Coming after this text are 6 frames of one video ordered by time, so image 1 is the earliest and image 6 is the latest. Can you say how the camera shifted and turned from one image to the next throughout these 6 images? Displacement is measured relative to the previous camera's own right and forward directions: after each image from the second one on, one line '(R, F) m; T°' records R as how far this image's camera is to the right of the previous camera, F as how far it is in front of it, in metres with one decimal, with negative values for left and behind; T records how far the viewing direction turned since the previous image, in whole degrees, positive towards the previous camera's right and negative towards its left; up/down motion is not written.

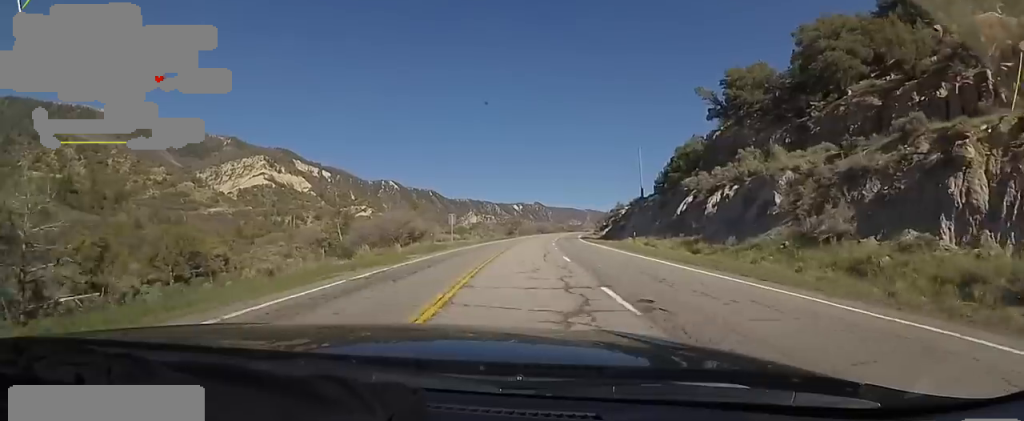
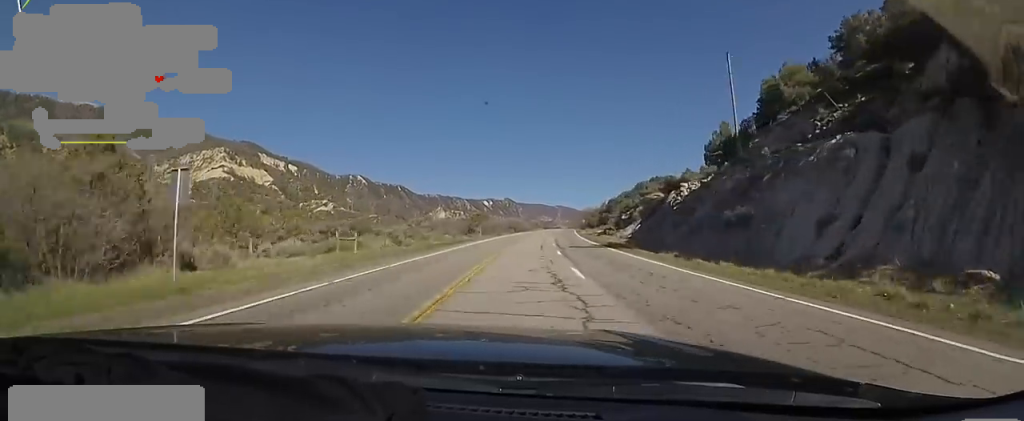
(+0.4, +42.6) m; +4°
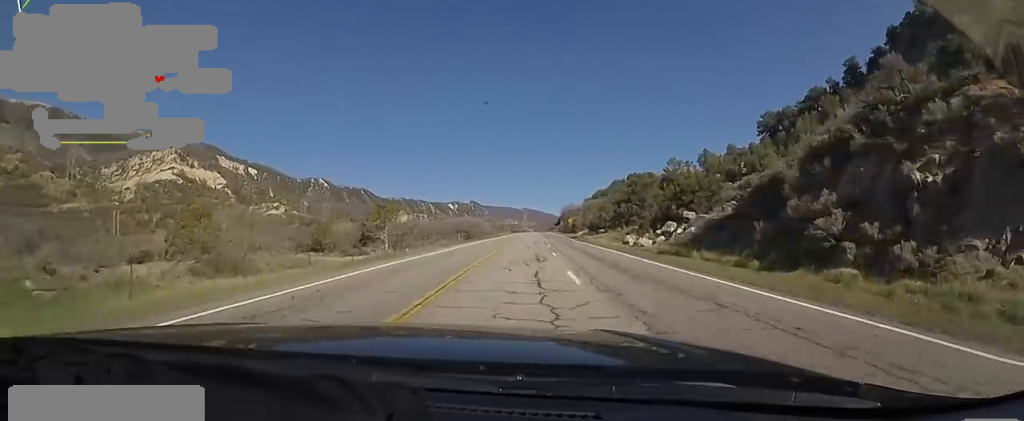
(+0.2, +49.8) m; +1°
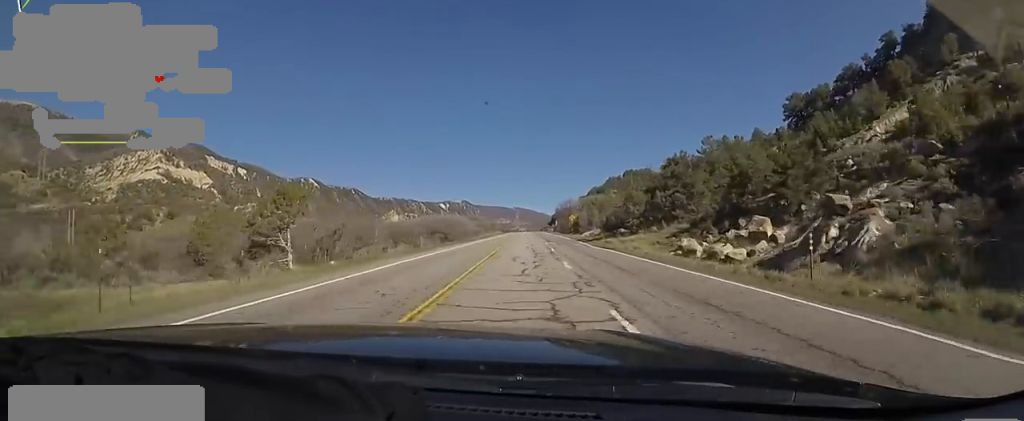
(+0.9, +19.1) m; +2°
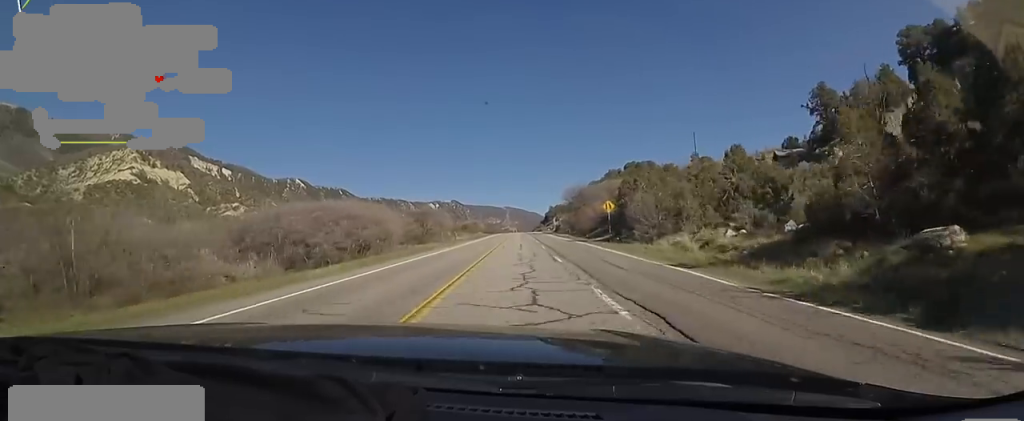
(+1.0, +45.3) m; +3°
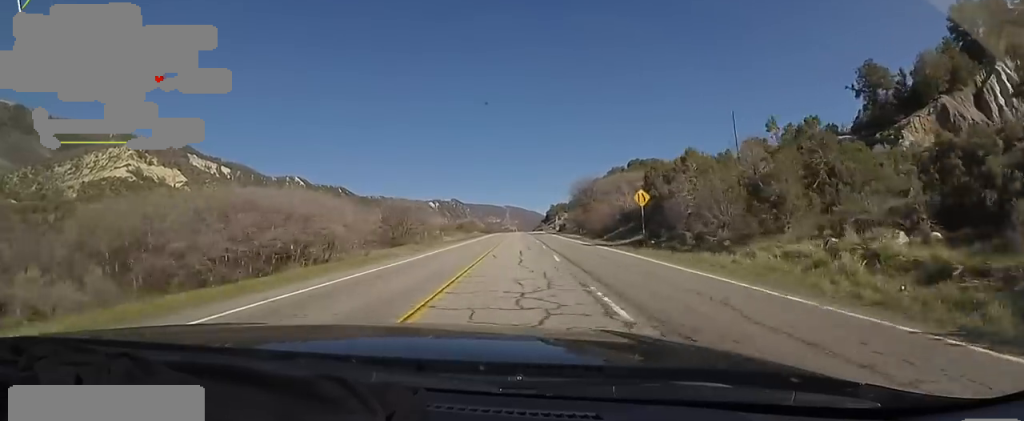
(+0.8, +12.2) m; 0°
